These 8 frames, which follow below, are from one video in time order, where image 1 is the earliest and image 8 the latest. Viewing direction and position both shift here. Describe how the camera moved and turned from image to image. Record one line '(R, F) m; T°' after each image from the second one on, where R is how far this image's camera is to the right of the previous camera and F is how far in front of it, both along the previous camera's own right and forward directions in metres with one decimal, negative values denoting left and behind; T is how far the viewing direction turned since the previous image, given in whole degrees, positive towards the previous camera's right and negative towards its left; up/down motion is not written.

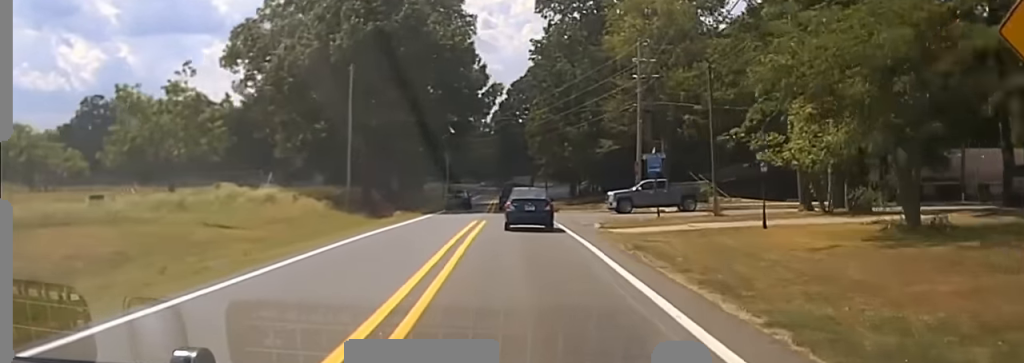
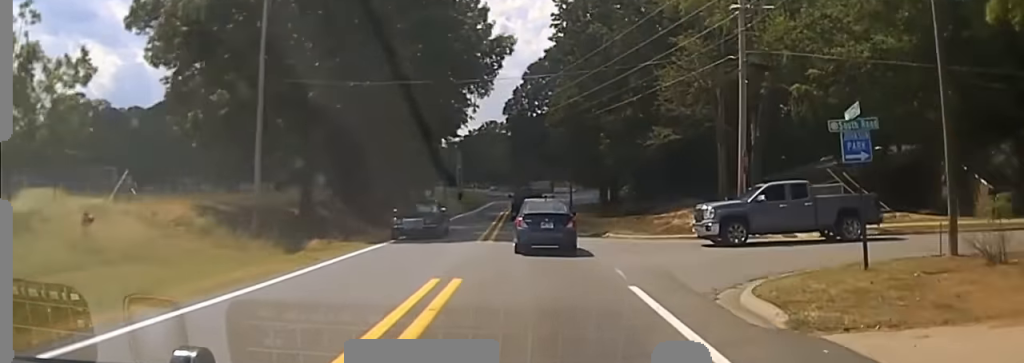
(+0.1, +25.3) m; -1°
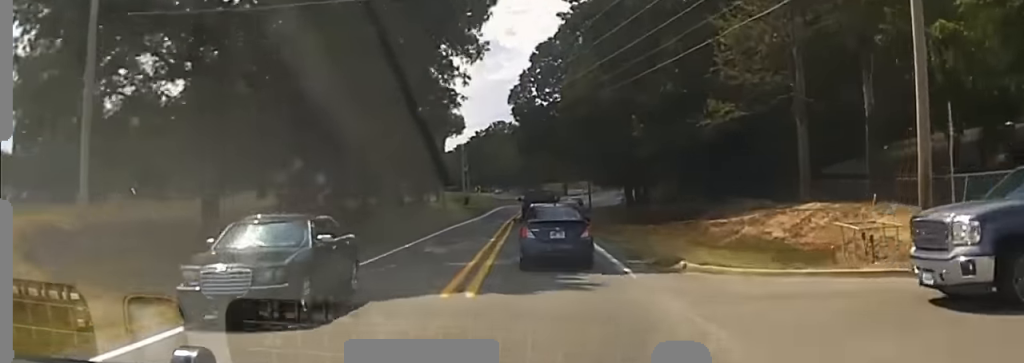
(0.0, +16.7) m; -2°
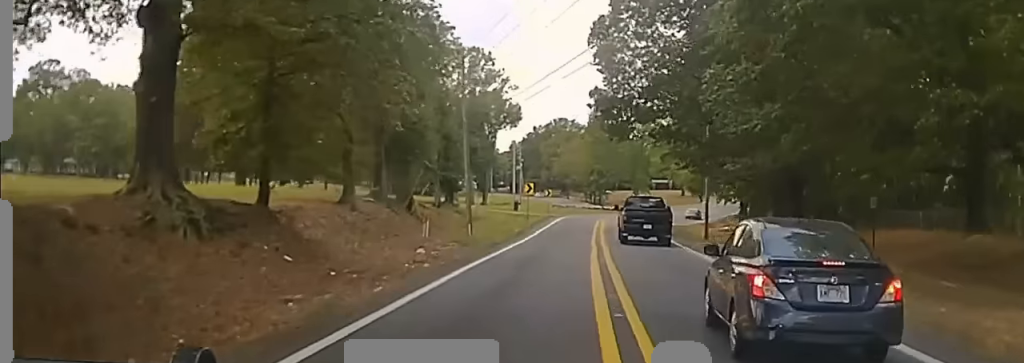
(-1.2, +35.7) m; -2°
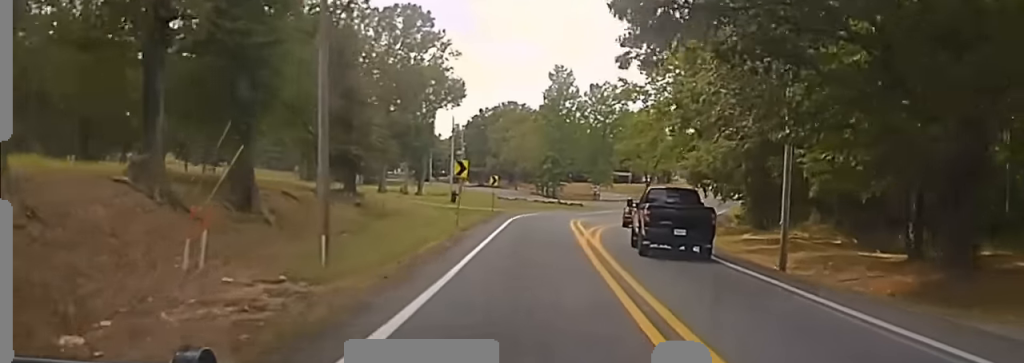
(0.0, +24.8) m; 0°
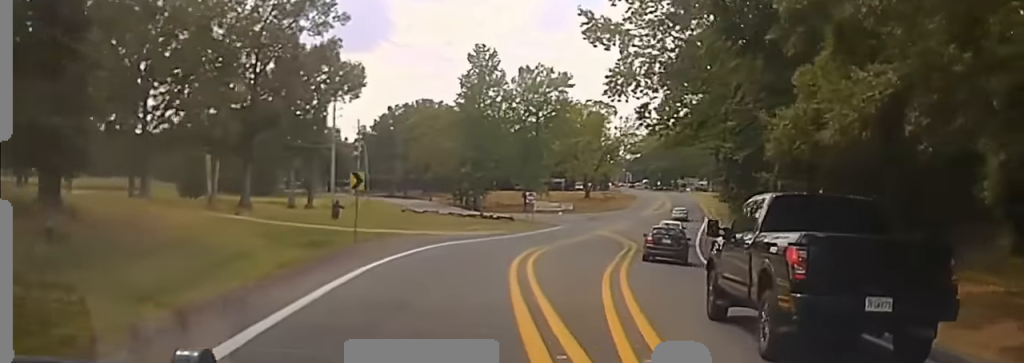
(0.0, +28.8) m; 0°
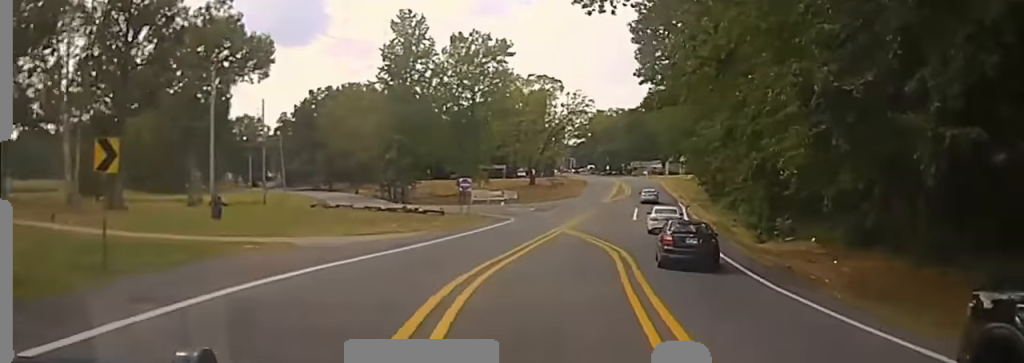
(0.0, +17.2) m; +3°
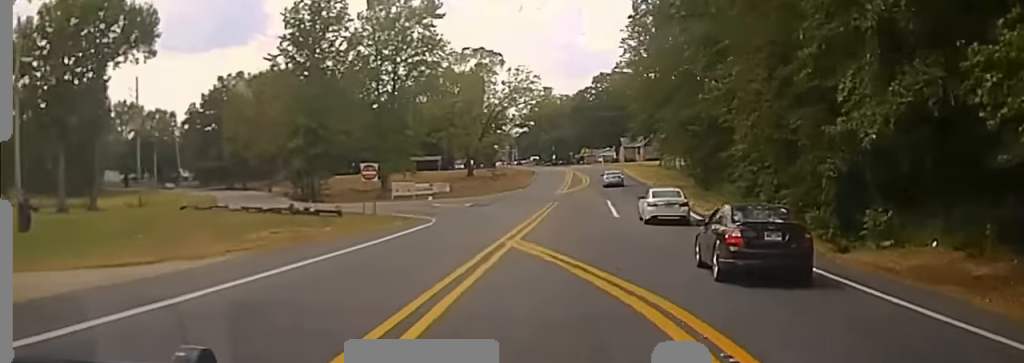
(-0.8, +18.4) m; +5°
